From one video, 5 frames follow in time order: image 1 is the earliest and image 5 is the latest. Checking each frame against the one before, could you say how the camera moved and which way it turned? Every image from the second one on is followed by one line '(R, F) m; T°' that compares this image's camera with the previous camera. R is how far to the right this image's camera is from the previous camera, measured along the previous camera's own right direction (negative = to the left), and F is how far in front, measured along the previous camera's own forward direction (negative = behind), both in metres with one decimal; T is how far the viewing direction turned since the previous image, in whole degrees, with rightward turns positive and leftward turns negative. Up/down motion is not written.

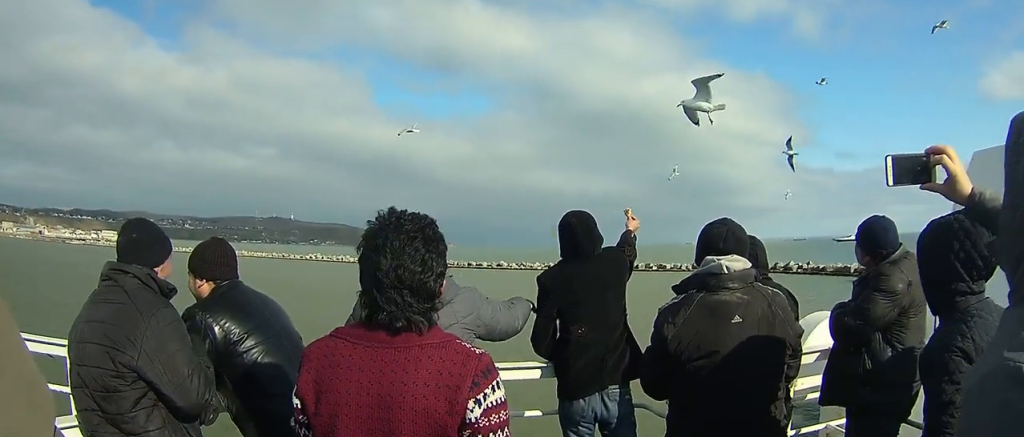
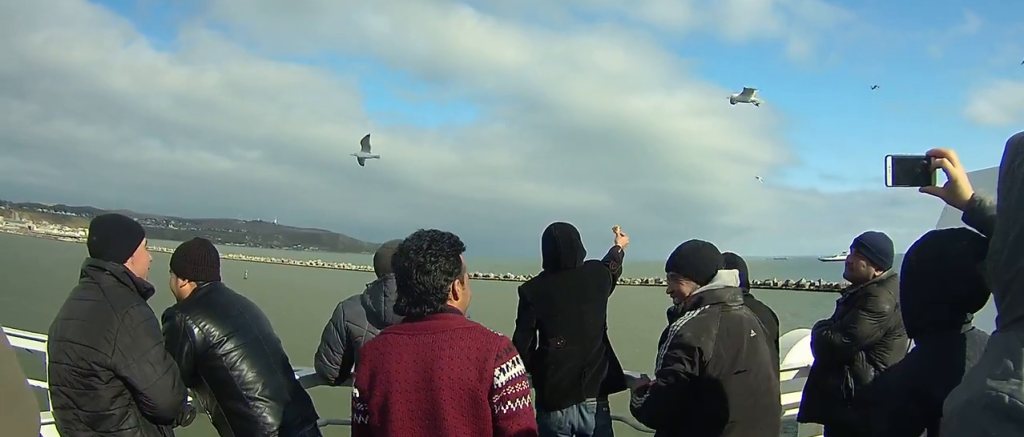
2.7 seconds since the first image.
(-0.5, +9.3) m; -3°
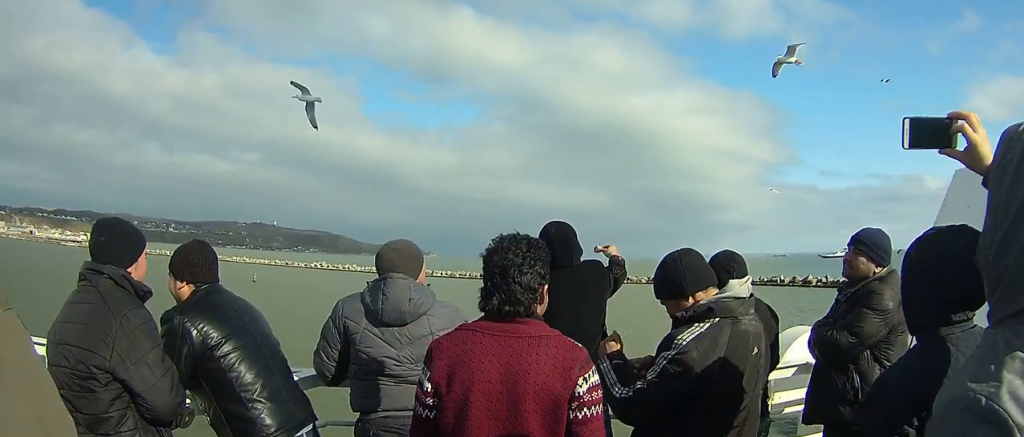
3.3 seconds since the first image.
(0.0, +2.2) m; +1°
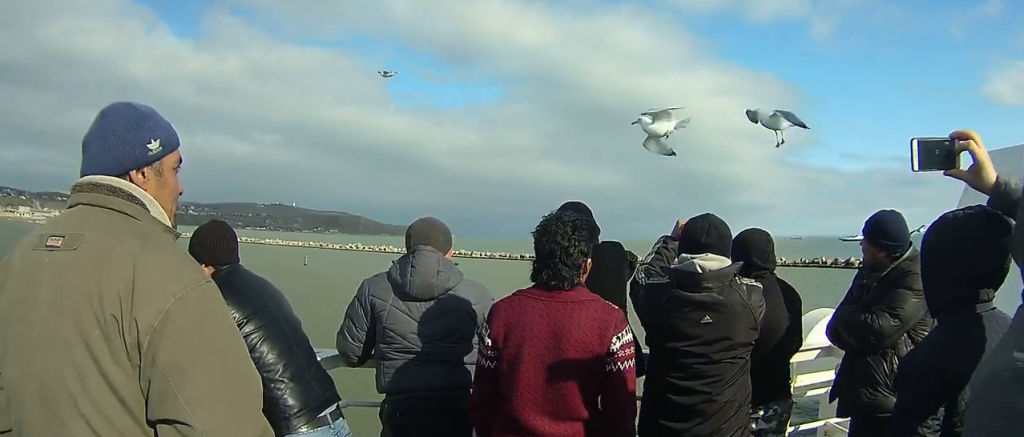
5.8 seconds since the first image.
(0.0, +8.4) m; 0°
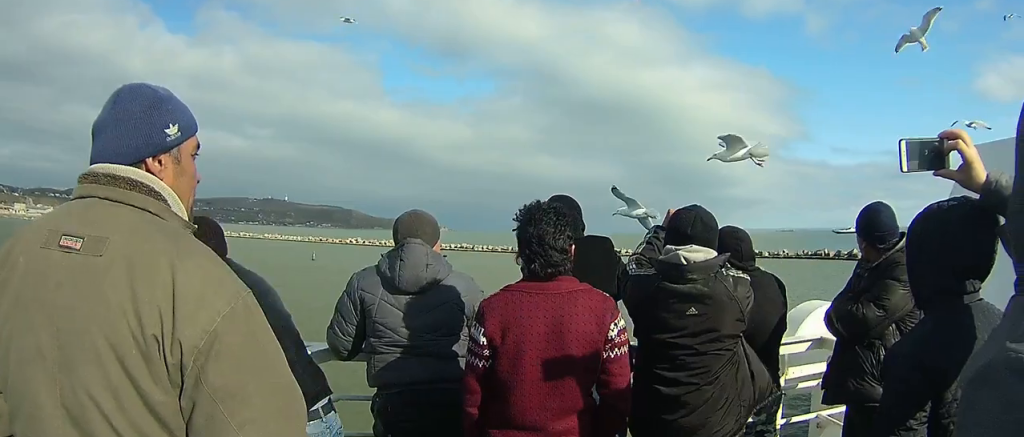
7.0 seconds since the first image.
(+0.1, +3.9) m; +2°
